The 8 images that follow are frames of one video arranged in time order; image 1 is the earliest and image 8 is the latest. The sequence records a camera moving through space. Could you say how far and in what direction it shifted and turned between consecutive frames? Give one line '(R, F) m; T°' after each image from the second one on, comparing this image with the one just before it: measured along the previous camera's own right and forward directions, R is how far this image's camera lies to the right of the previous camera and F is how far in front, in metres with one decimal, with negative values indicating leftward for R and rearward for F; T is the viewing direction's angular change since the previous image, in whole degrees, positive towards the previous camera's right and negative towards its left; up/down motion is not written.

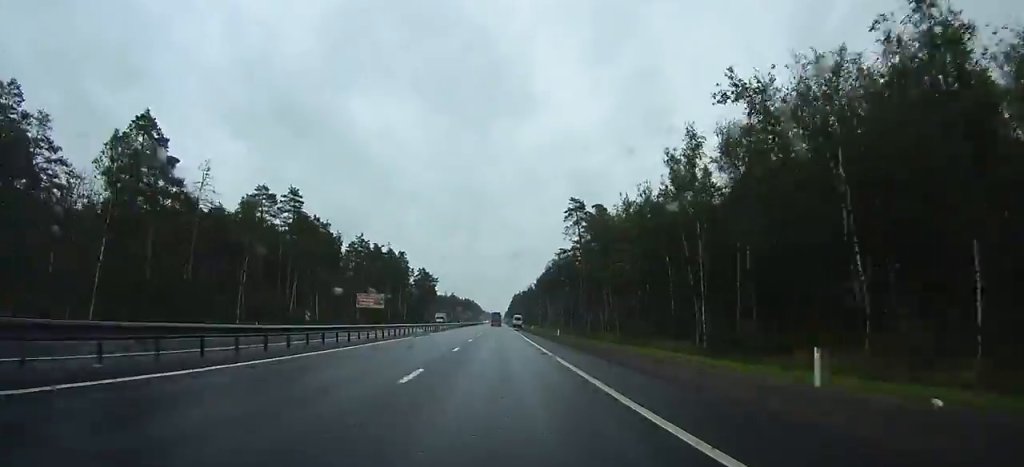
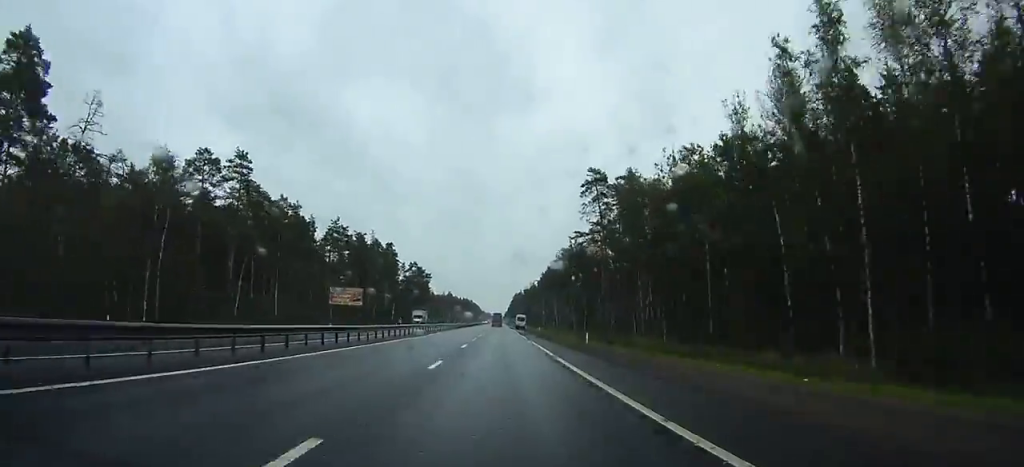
(0.0, +22.2) m; 0°
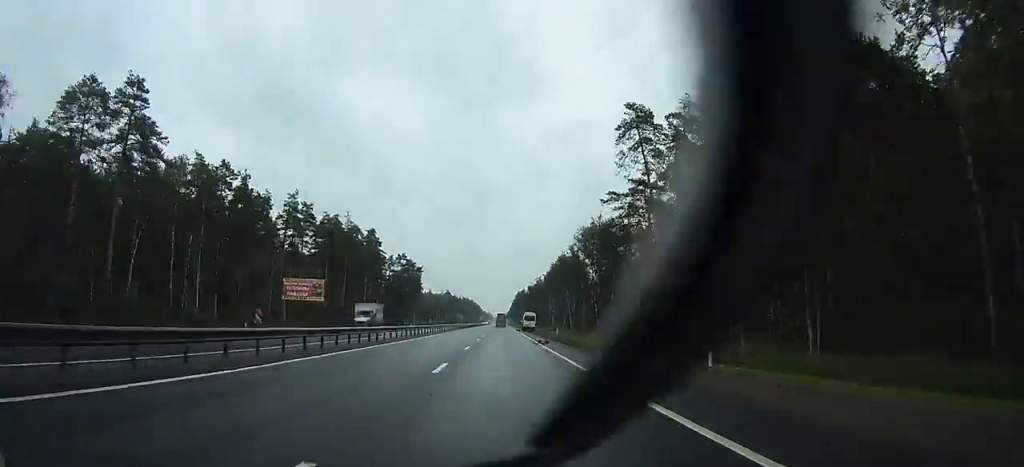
(0.0, +26.6) m; 0°
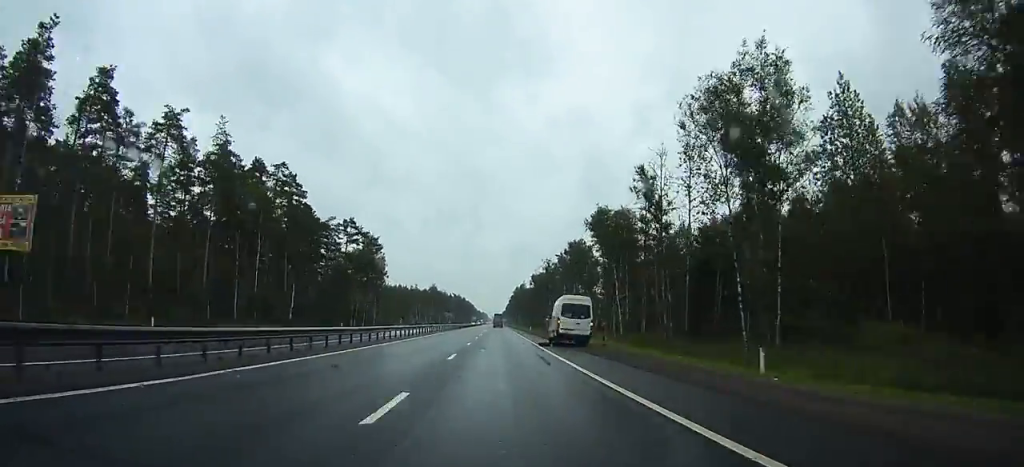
(0.0, +57.4) m; 0°
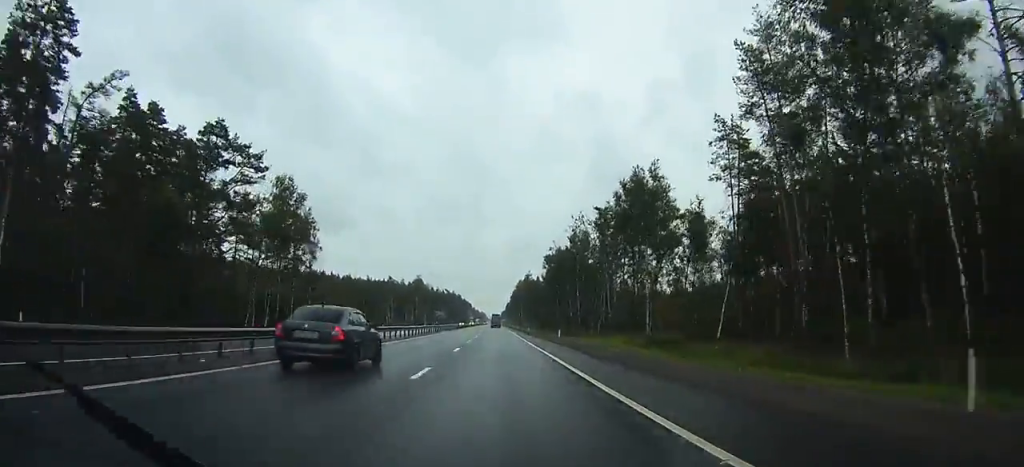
(+0.4, +55.5) m; 0°
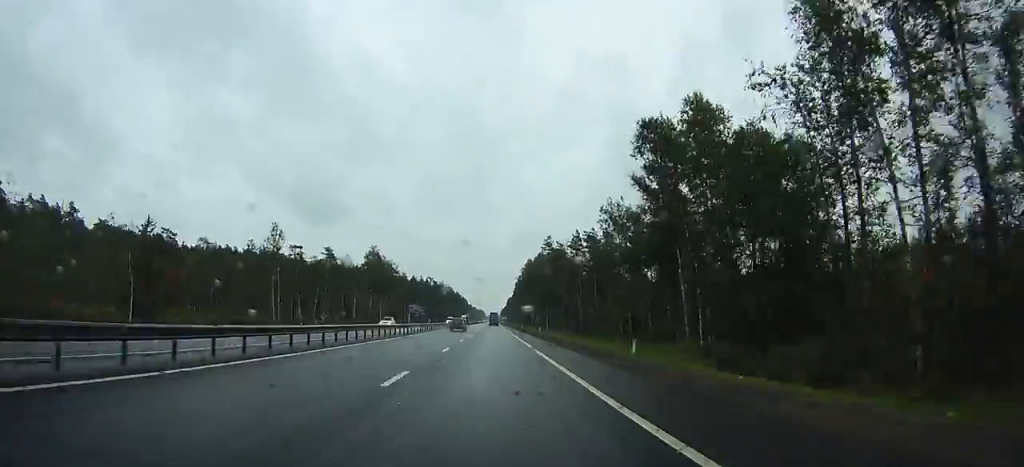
(-0.3, +85.3) m; 0°
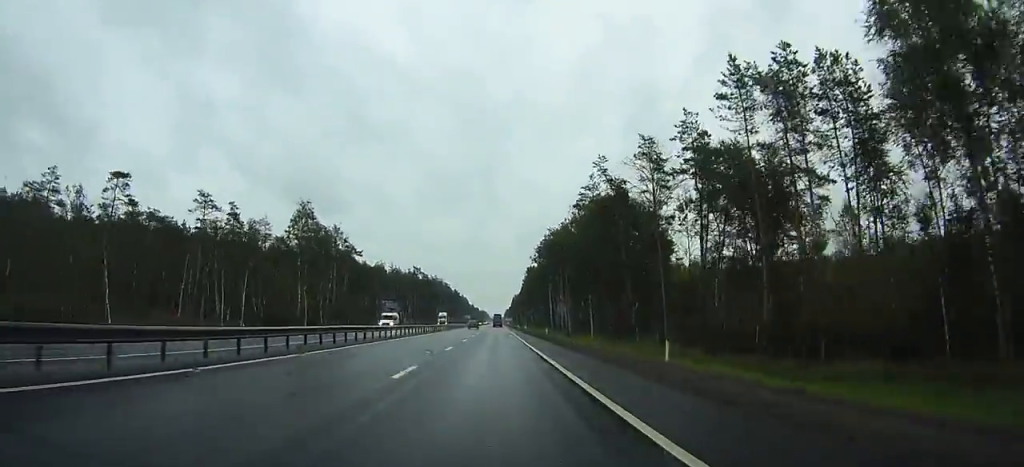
(0.0, +57.7) m; 0°
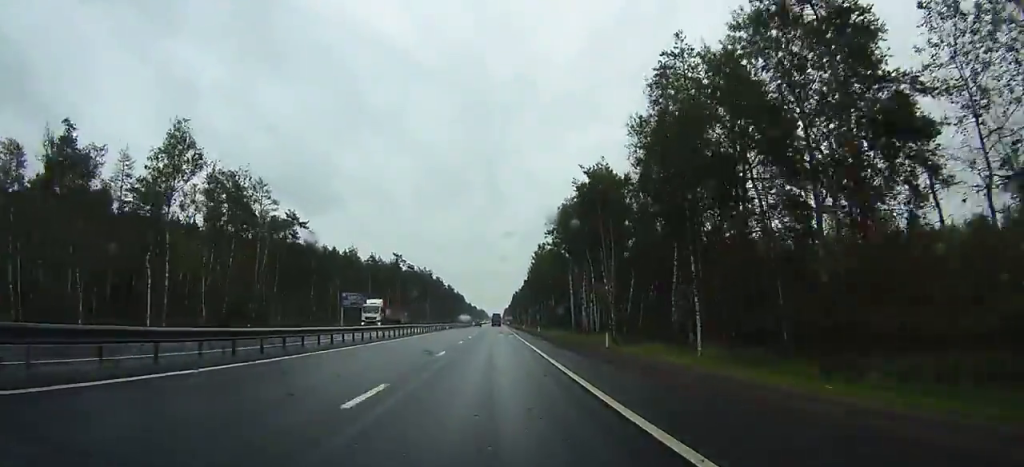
(0.0, +40.2) m; 0°
